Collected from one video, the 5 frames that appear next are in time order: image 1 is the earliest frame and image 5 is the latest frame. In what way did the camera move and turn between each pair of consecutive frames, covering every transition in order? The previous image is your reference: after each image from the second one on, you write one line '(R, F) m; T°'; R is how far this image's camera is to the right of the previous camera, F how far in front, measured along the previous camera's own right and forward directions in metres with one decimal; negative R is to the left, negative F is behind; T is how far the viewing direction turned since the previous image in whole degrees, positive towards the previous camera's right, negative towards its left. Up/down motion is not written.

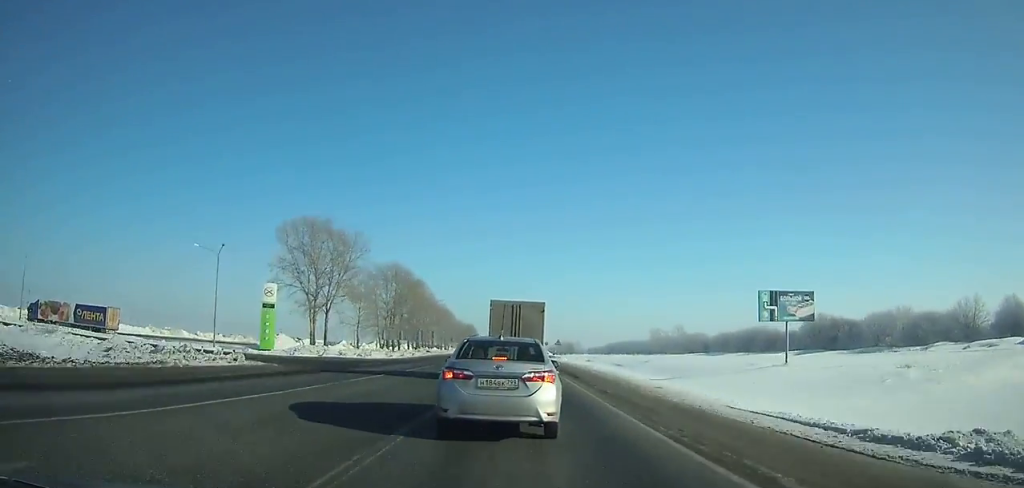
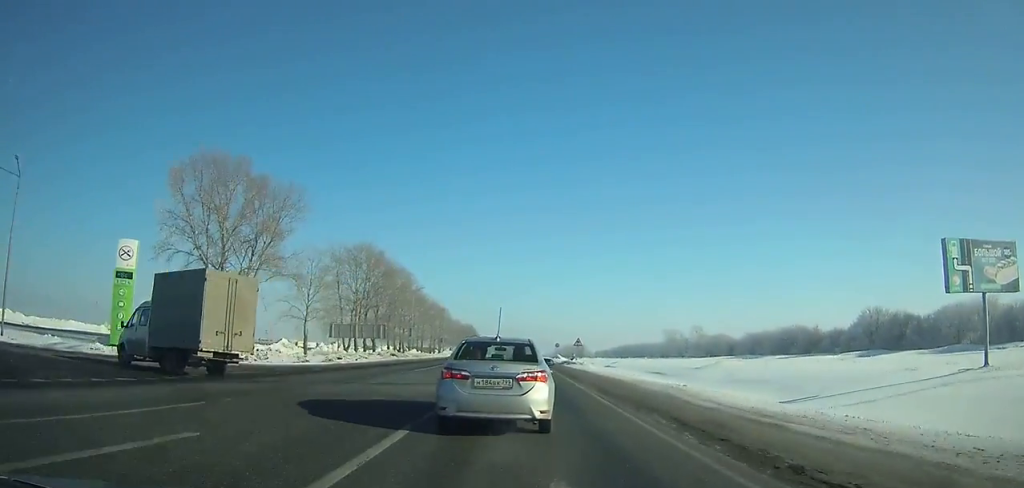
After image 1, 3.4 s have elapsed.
(-0.1, +35.1) m; -1°
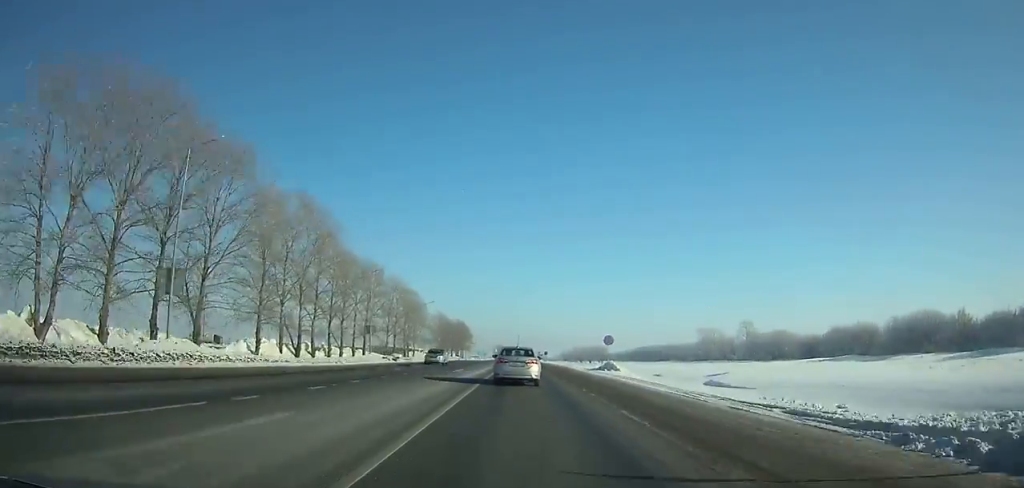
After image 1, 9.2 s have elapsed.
(-0.6, +72.2) m; 0°
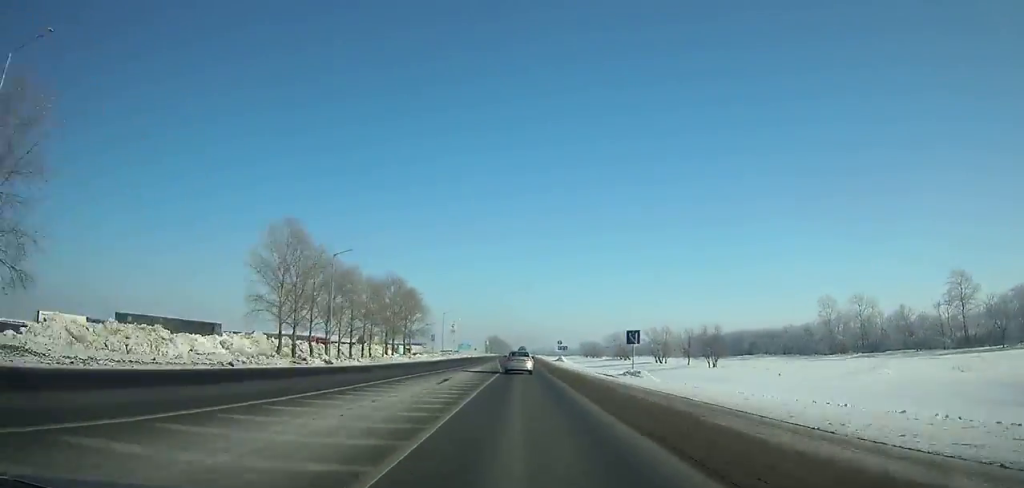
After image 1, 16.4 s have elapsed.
(+1.2, +132.4) m; +1°
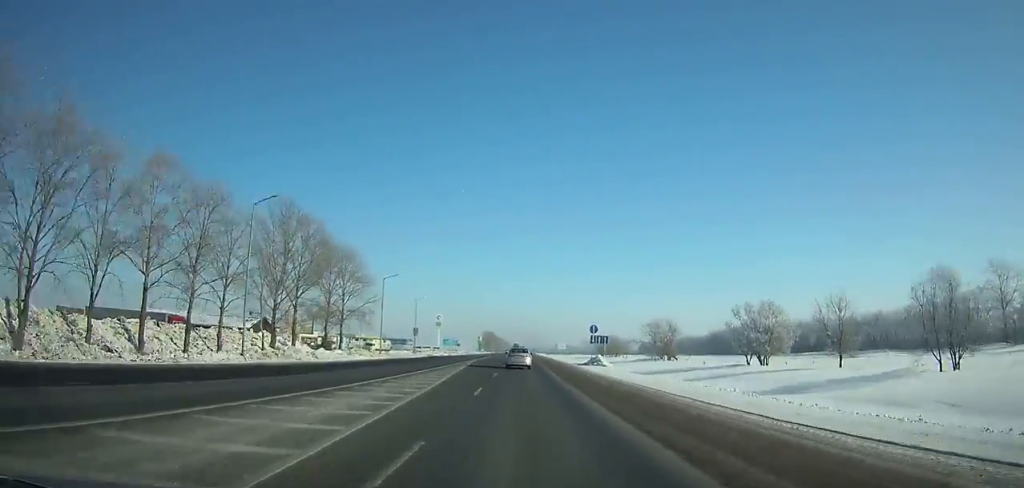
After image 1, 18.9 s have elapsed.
(+0.1, +54.8) m; 0°
